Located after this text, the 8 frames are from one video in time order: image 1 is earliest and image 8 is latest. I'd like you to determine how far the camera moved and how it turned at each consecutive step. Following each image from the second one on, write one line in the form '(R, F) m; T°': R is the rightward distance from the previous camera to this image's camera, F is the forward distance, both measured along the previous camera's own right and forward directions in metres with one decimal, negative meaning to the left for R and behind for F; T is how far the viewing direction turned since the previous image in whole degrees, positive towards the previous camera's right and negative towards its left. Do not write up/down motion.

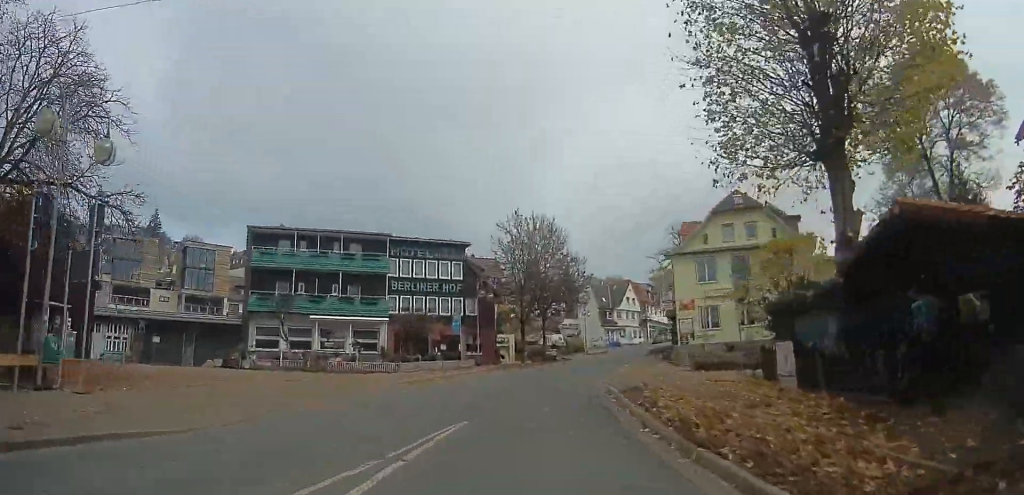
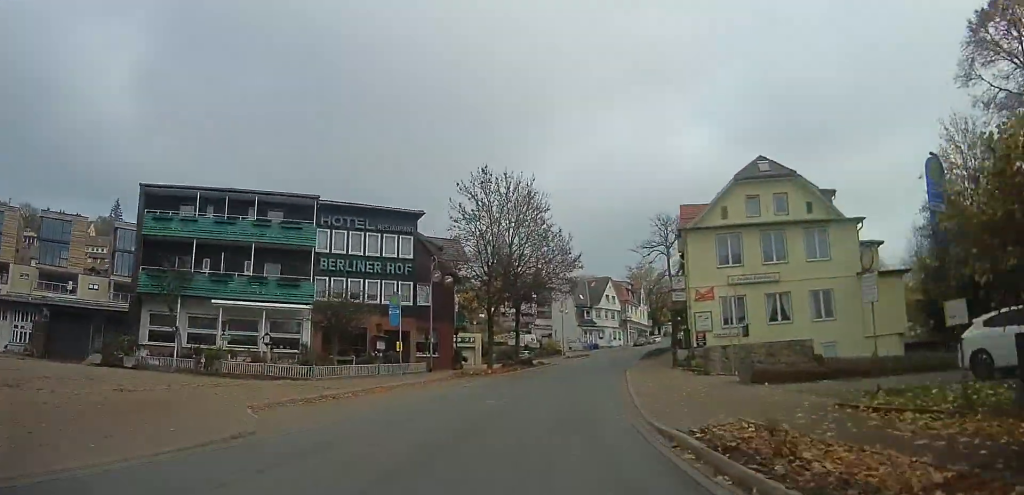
(0.0, +9.1) m; 0°
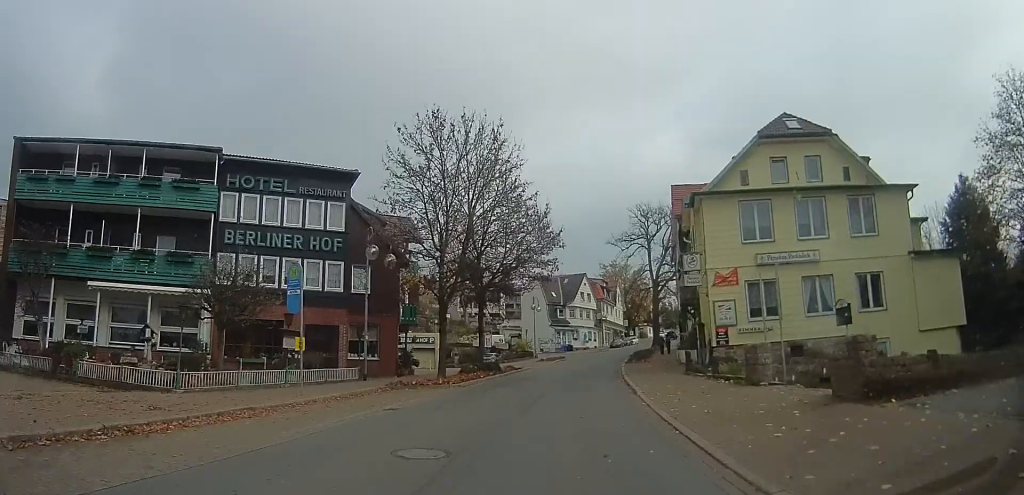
(0.0, +7.1) m; 0°
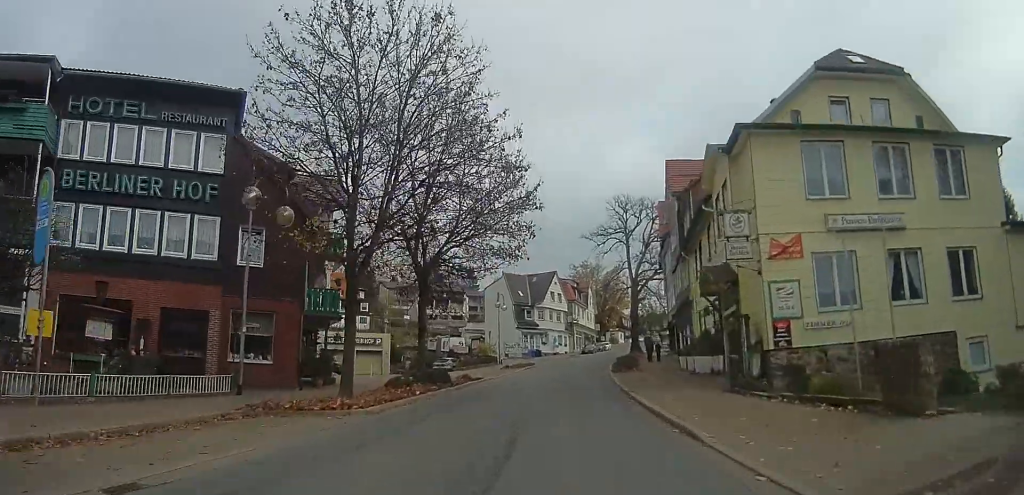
(0.0, +6.8) m; 0°
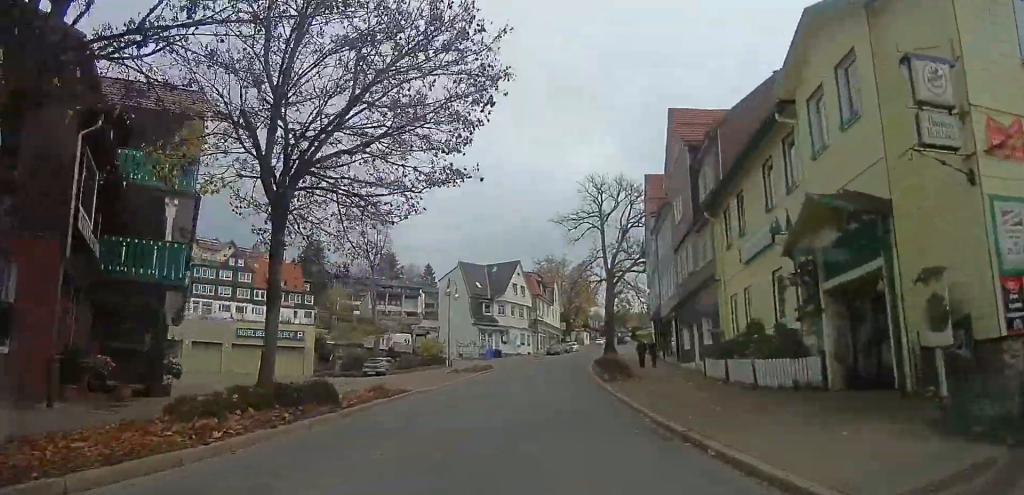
(0.0, +4.1) m; 0°
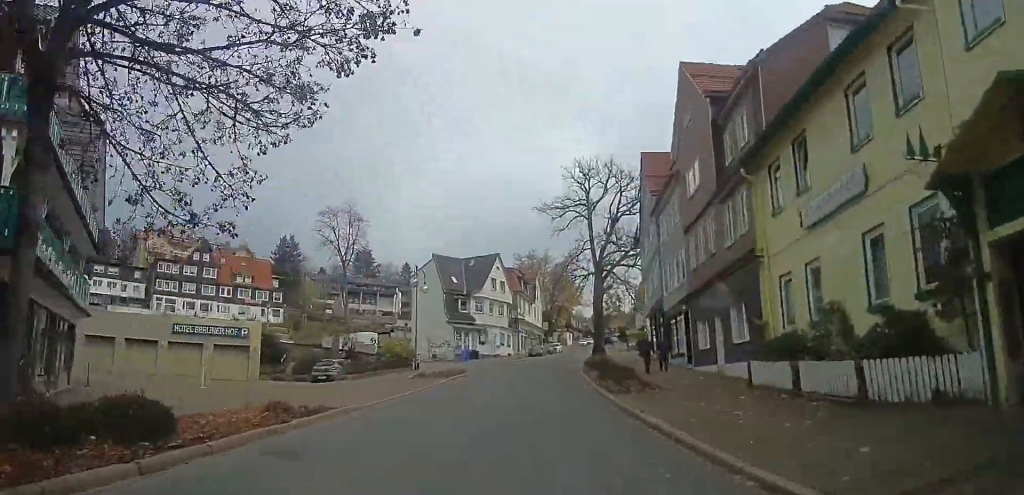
(0.0, +6.8) m; 0°
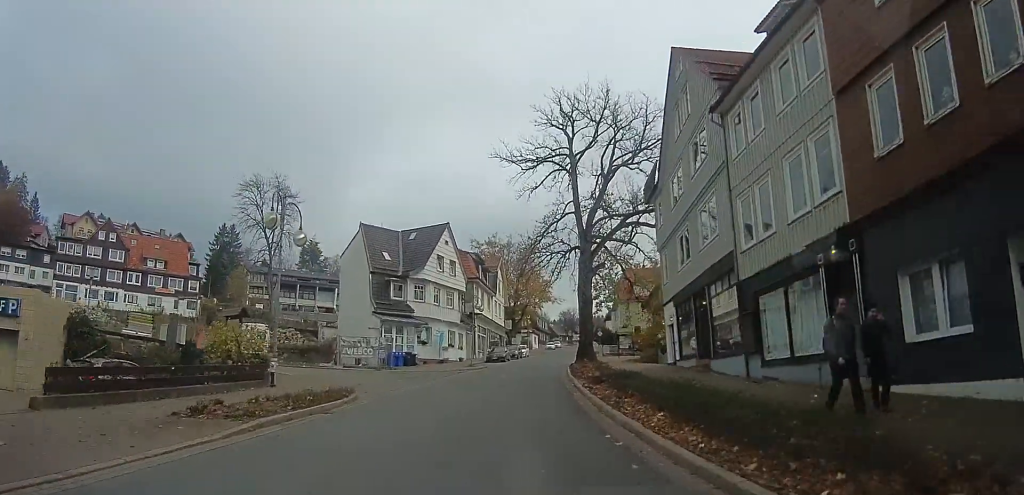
(+1.1, +17.9) m; +12°
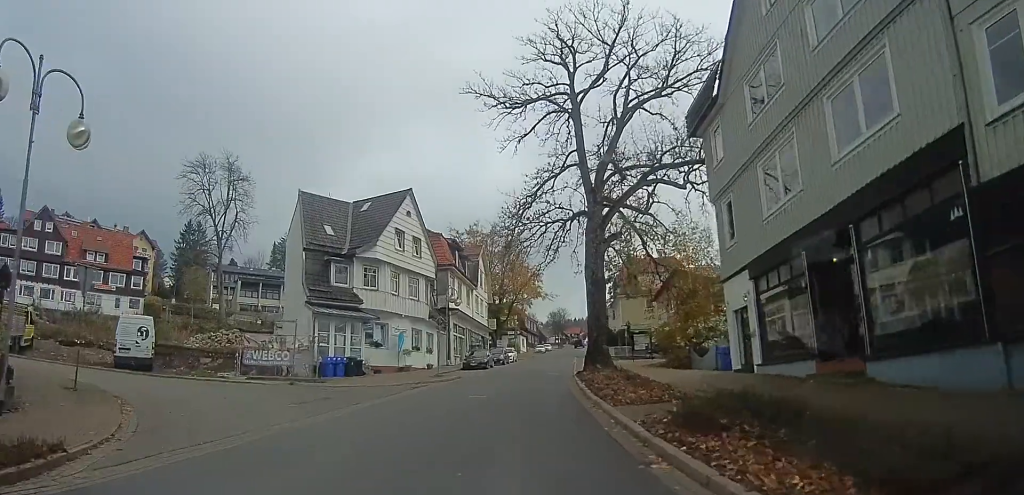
(+1.4, +11.7) m; +9°
